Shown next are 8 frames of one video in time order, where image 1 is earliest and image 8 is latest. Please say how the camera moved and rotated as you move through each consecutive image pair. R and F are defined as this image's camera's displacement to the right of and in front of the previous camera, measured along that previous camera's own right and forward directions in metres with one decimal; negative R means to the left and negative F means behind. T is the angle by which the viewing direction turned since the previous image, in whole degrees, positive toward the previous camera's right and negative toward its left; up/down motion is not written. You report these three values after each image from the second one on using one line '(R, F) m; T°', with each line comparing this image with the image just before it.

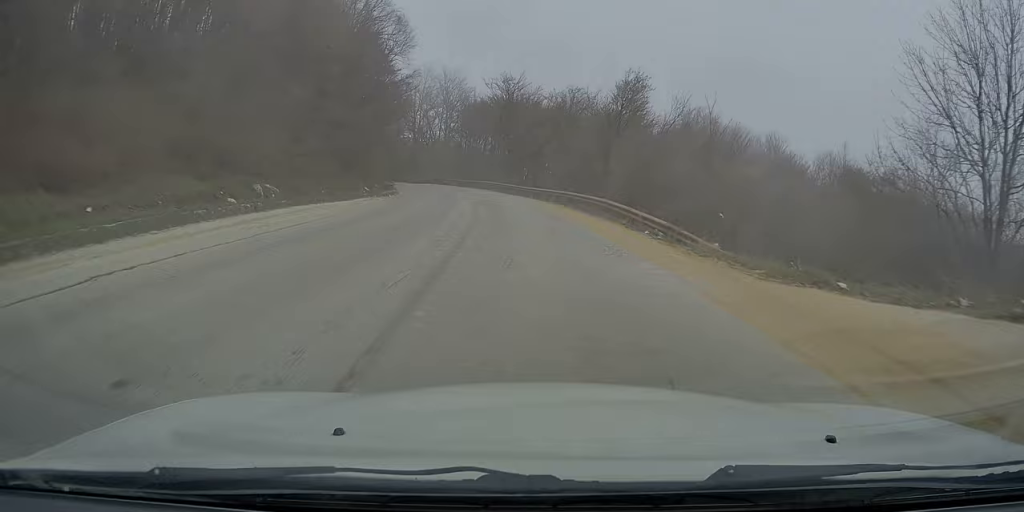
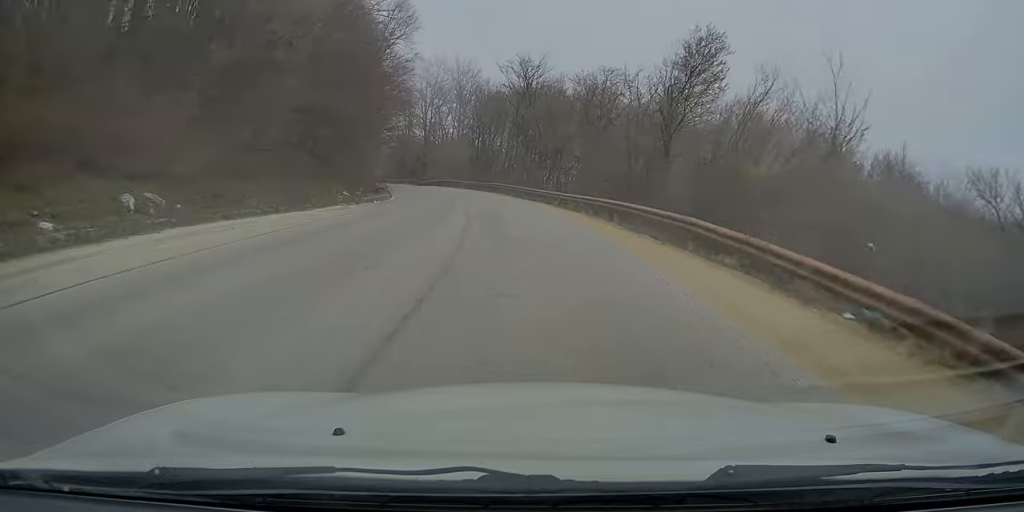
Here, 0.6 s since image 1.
(-0.1, +9.5) m; -2°
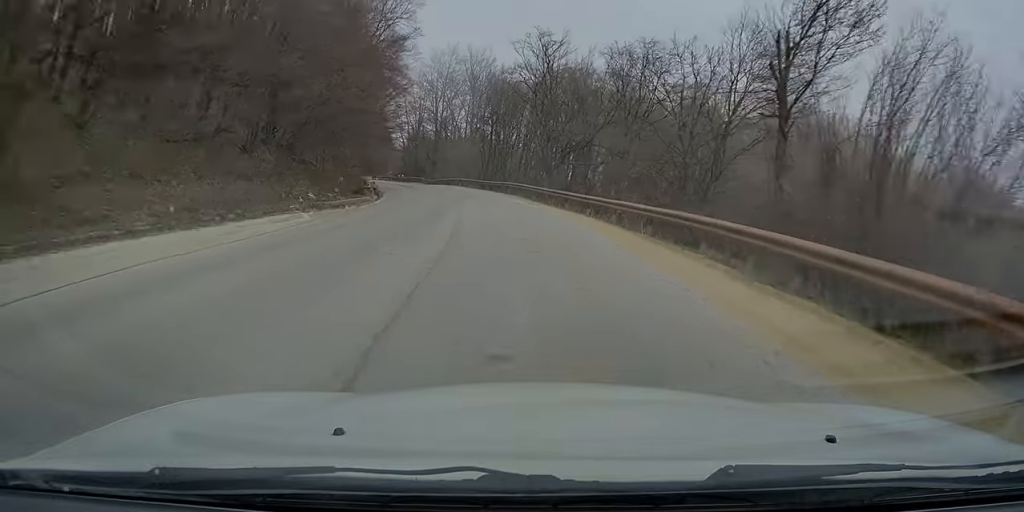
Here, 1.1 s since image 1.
(-0.1, +8.5) m; -2°
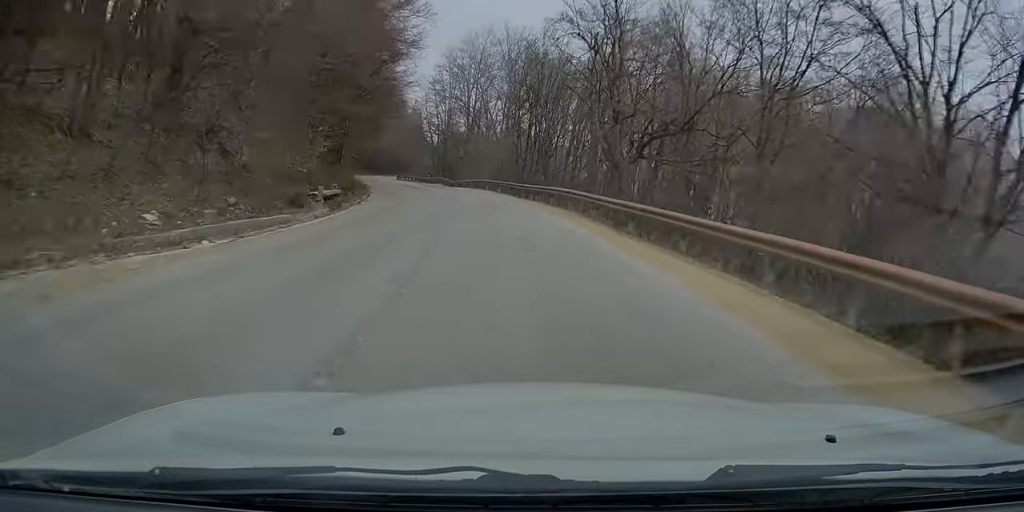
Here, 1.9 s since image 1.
(-0.5, +14.7) m; -4°
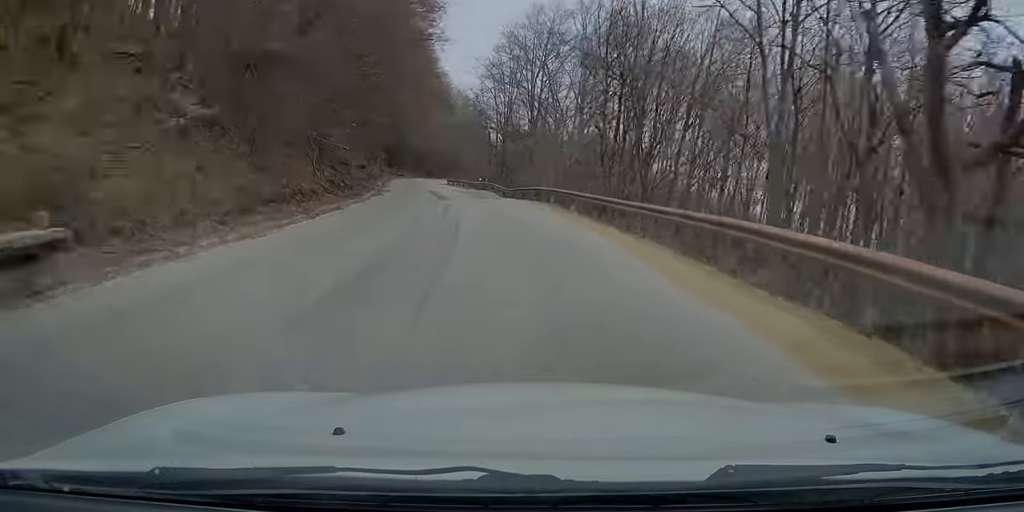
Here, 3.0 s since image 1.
(-0.8, +17.4) m; -5°
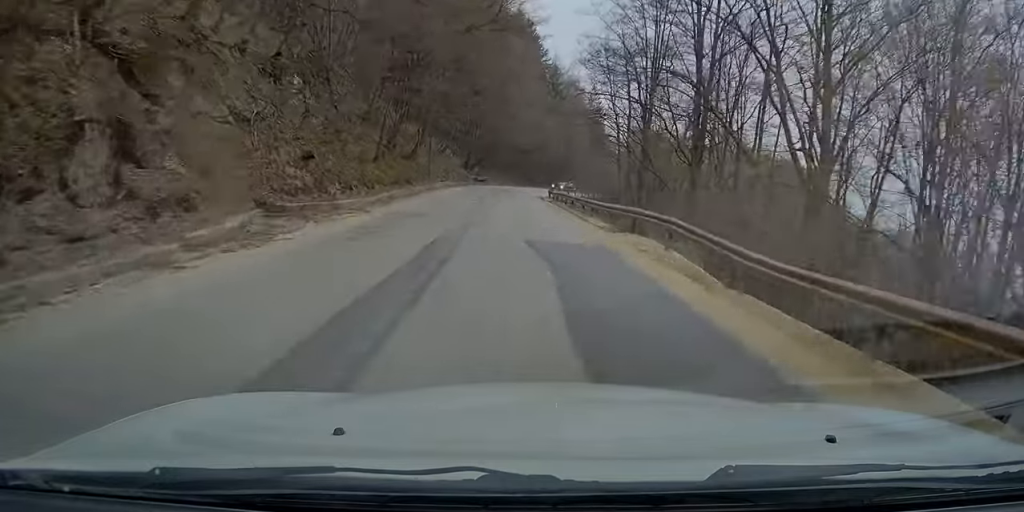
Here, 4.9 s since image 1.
(-2.6, +32.7) m; -8°
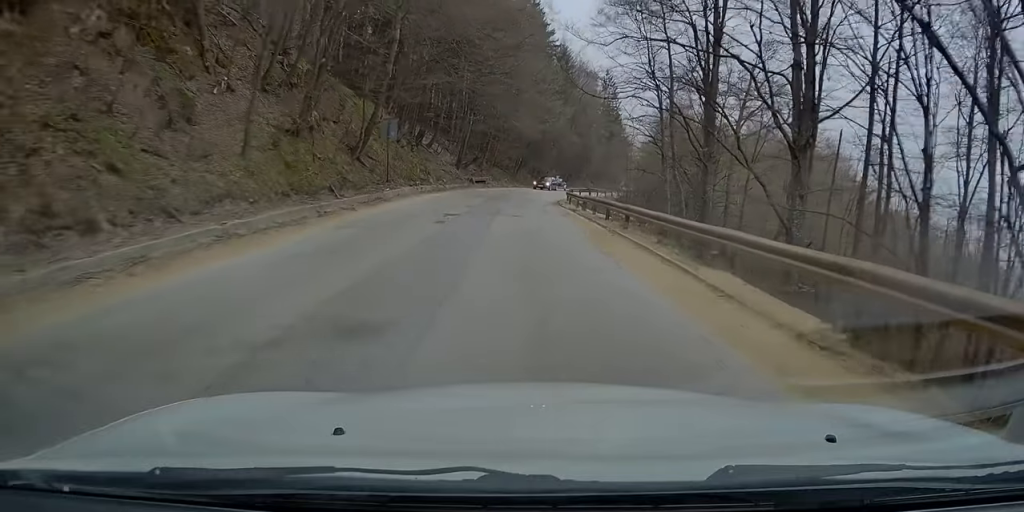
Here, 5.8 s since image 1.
(-0.3, +15.2) m; -1°
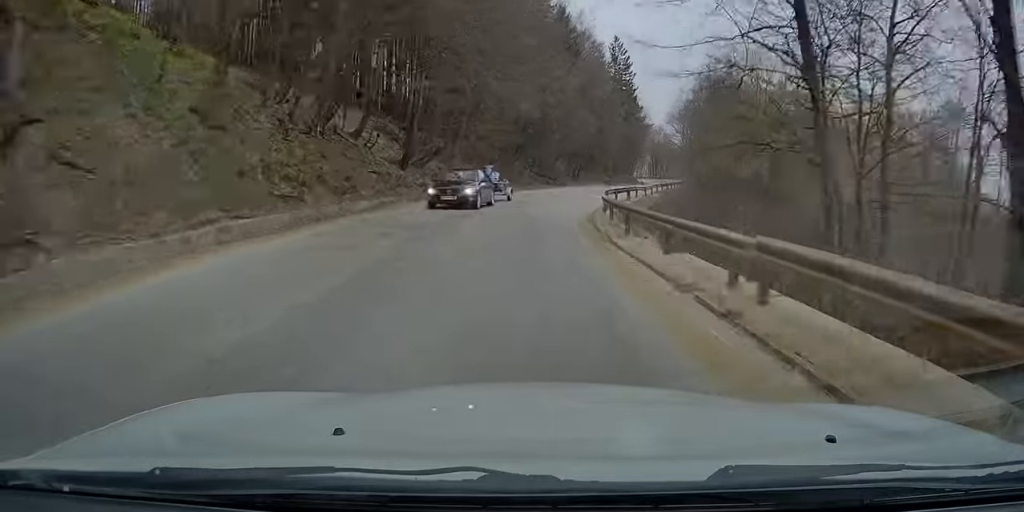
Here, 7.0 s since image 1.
(0.0, +22.4) m; +1°
